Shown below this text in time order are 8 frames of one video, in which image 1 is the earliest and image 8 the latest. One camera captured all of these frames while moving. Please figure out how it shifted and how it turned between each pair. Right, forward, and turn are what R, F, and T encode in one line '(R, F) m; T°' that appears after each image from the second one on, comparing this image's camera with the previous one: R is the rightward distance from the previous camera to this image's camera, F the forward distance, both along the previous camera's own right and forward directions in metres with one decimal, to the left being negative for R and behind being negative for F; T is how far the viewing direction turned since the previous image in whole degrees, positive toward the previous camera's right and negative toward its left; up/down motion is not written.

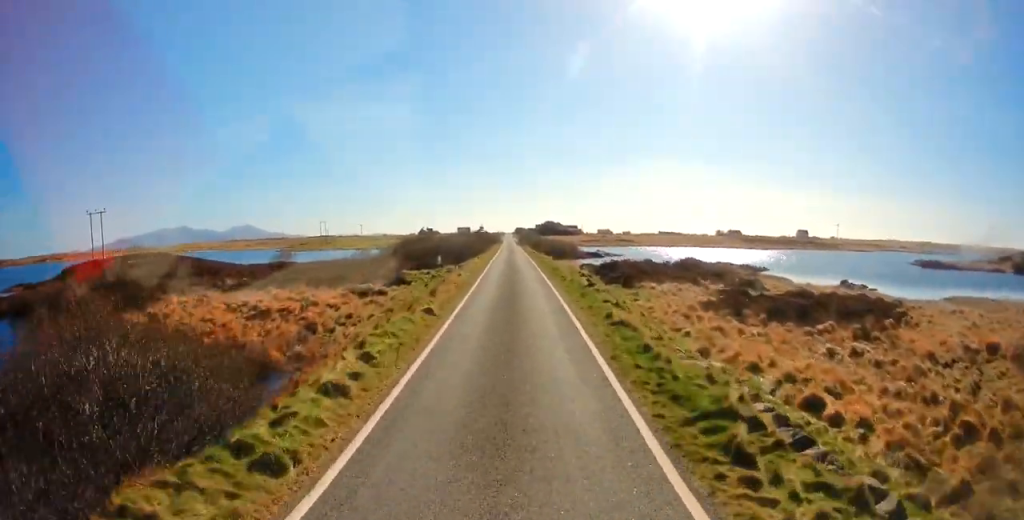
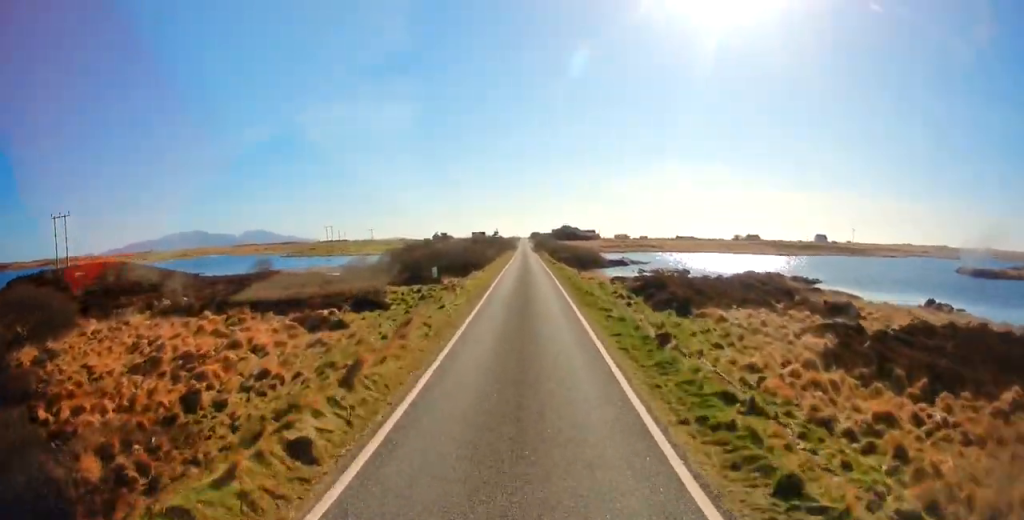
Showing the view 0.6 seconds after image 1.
(-0.1, +8.6) m; -2°
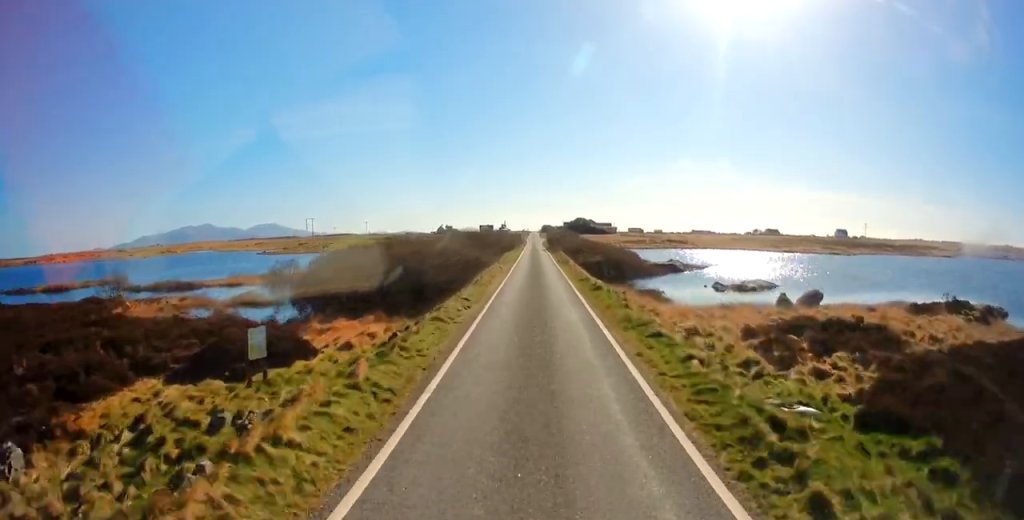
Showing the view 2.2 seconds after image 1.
(-0.7, +23.0) m; 0°
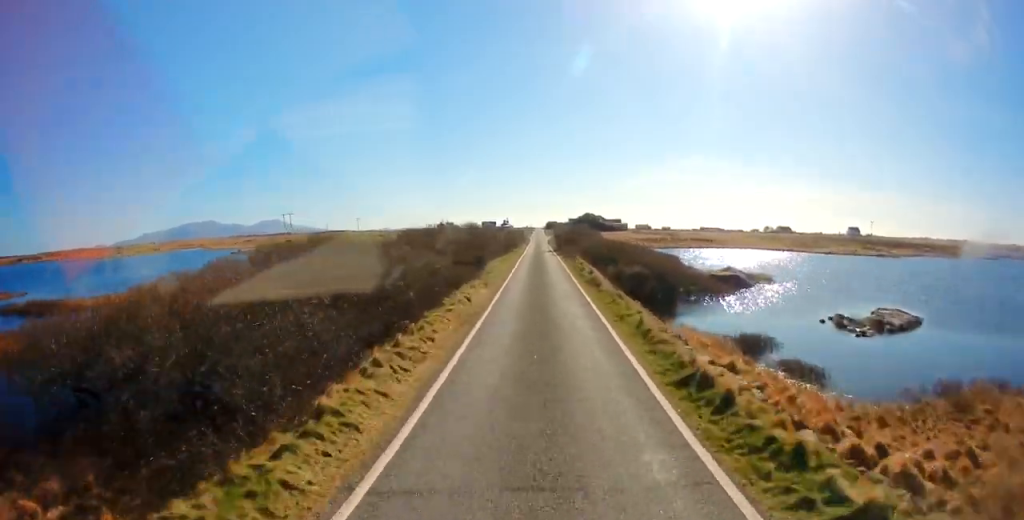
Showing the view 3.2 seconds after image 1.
(+0.6, +16.7) m; 0°
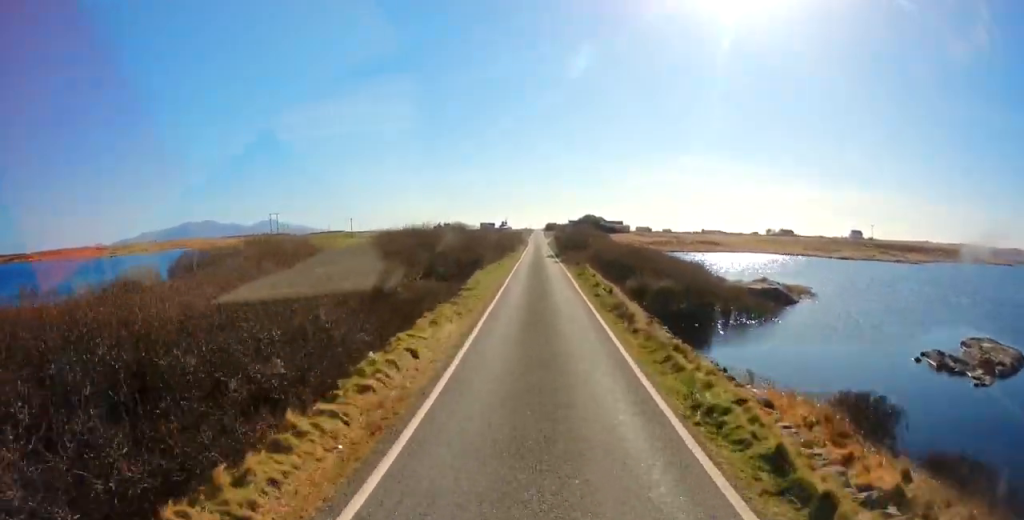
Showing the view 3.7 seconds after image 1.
(-0.3, +7.1) m; -1°
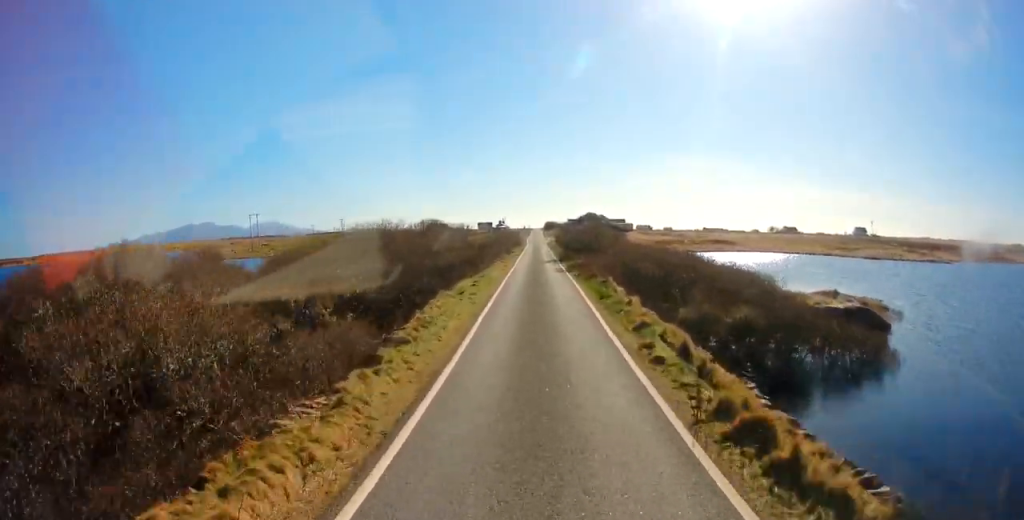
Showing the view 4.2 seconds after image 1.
(-0.1, +9.1) m; 0°
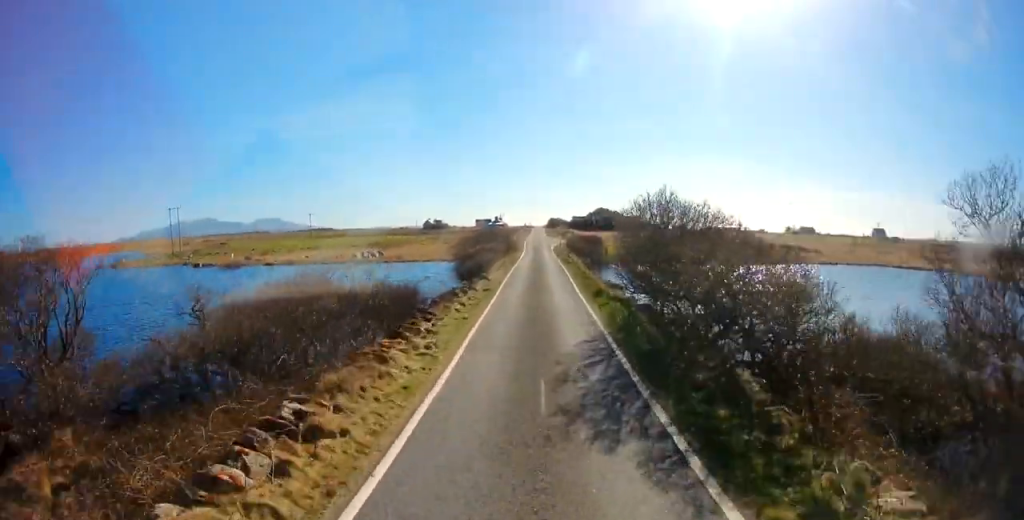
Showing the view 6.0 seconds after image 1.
(+0.1, +30.2) m; 0°
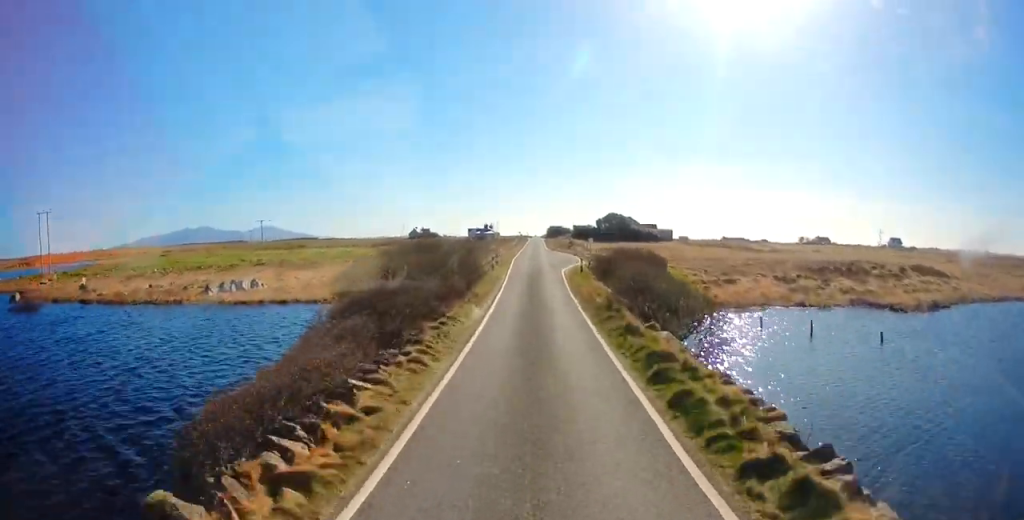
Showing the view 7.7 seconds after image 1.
(+0.1, +31.4) m; 0°
